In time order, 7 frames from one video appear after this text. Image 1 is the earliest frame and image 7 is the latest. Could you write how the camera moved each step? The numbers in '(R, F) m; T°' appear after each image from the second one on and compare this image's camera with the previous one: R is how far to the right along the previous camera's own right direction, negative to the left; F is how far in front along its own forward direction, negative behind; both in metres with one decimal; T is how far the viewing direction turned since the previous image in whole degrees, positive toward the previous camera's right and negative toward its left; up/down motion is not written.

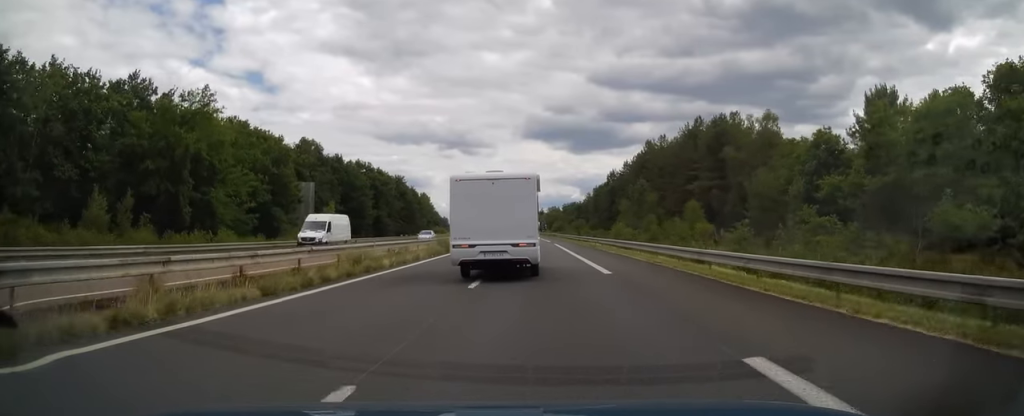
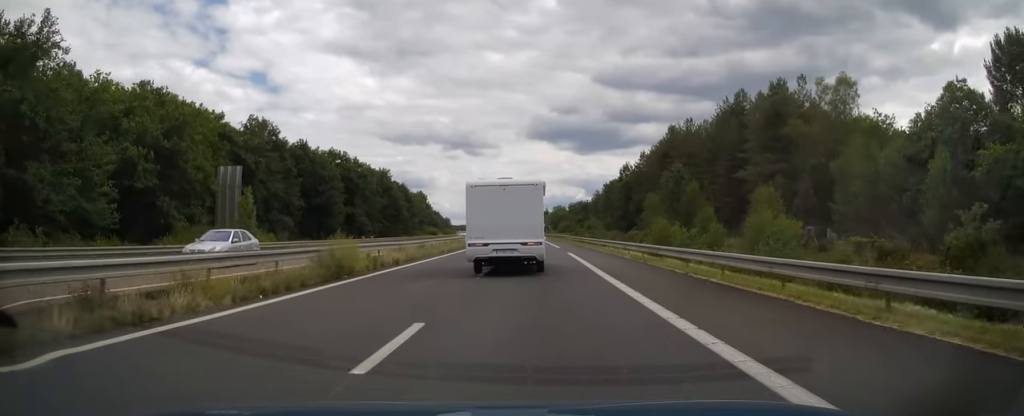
(0.0, +21.6) m; 0°
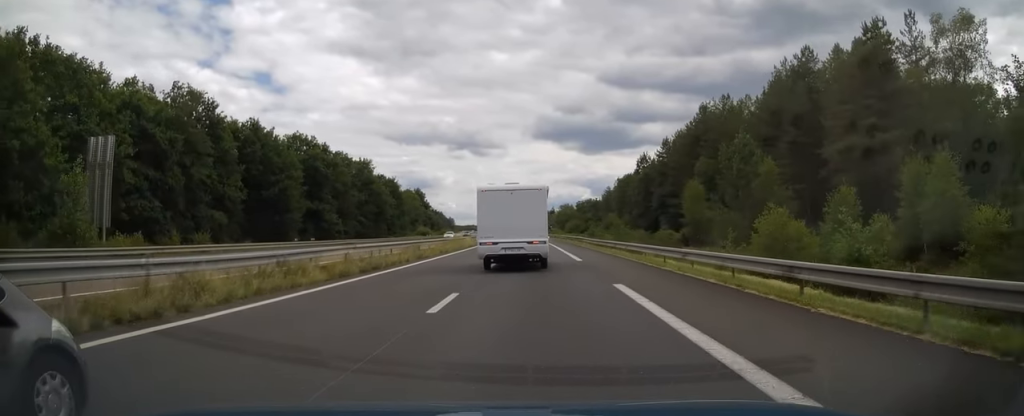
(-0.1, +21.1) m; -1°
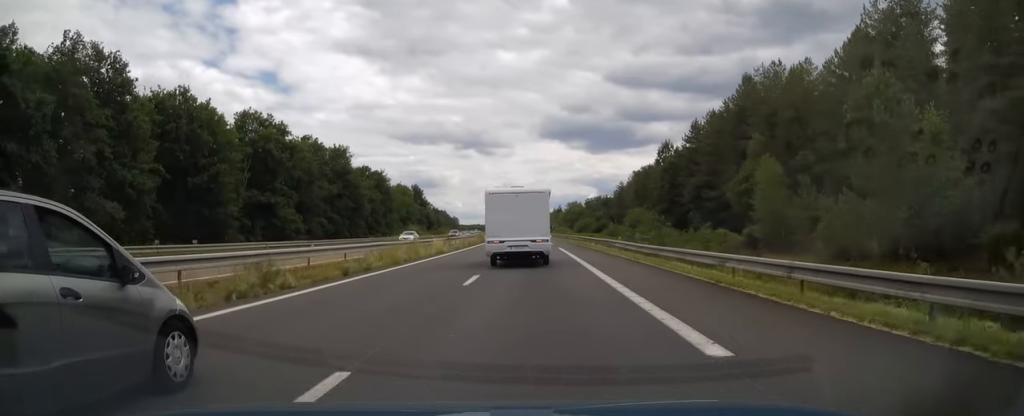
(-0.1, +20.0) m; 0°
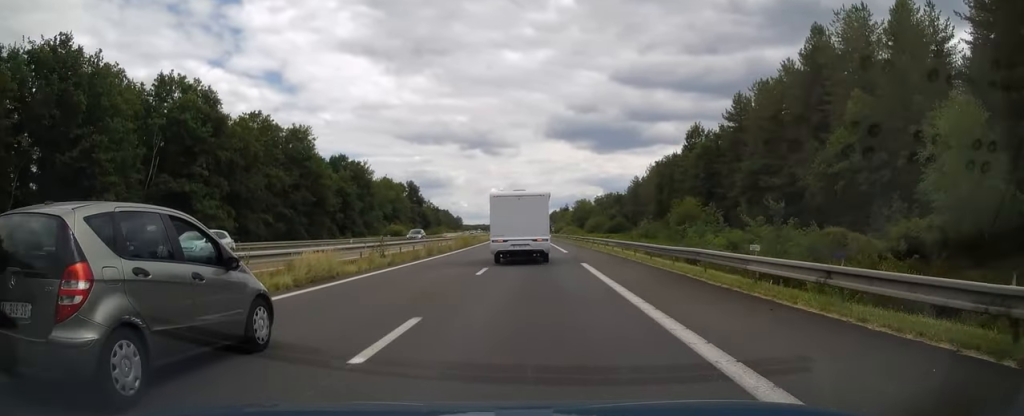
(-0.1, +21.5) m; 0°
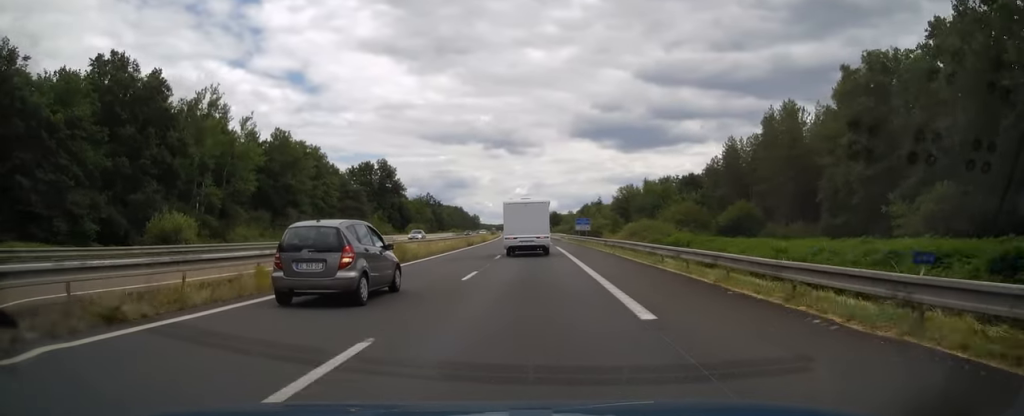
(-1.1, +78.3) m; -2°
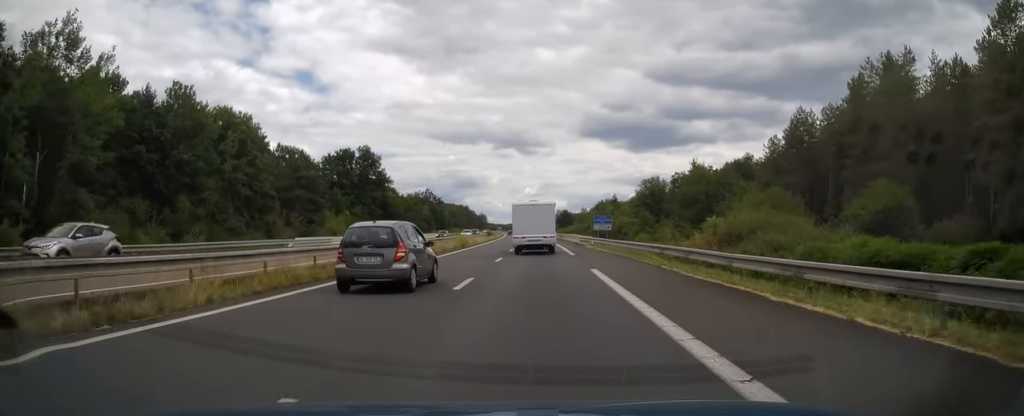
(-0.2, +28.0) m; -1°
